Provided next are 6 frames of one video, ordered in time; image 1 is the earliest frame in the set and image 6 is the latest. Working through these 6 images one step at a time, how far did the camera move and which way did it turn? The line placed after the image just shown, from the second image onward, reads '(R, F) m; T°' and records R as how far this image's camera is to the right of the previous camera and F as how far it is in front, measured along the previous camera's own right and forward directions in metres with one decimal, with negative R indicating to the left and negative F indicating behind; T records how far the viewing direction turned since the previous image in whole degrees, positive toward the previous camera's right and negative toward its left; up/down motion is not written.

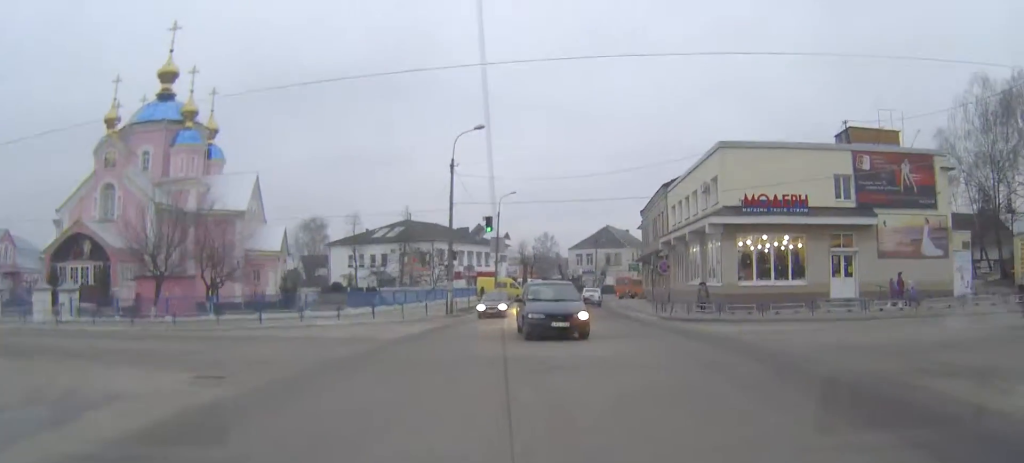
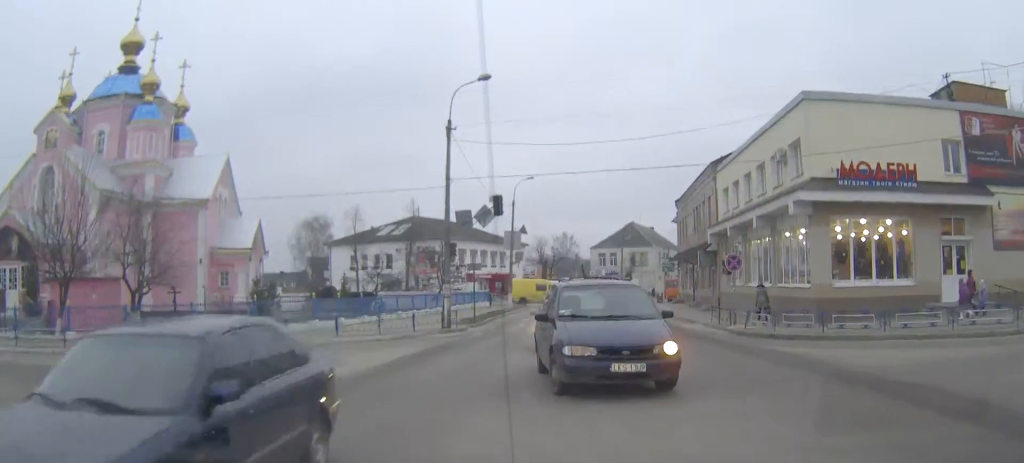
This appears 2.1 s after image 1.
(-0.2, +12.7) m; -7°
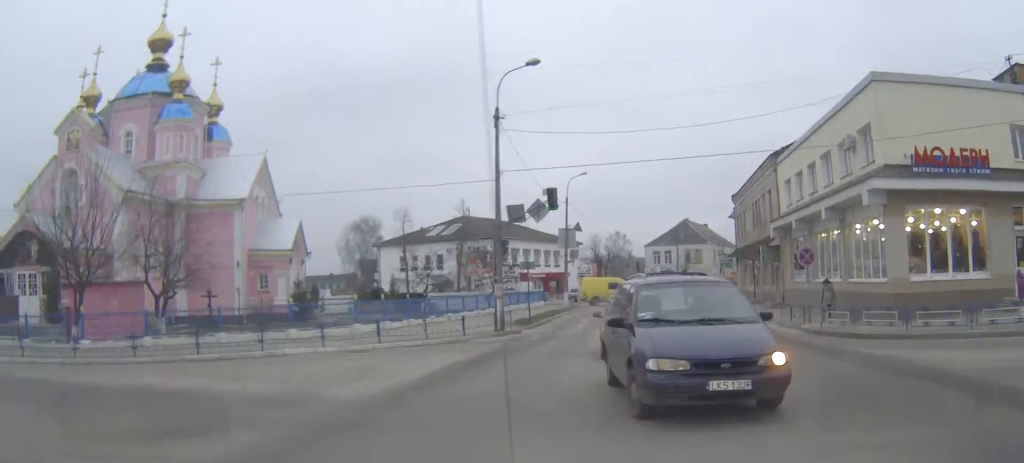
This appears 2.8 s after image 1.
(-0.1, +2.3) m; -9°
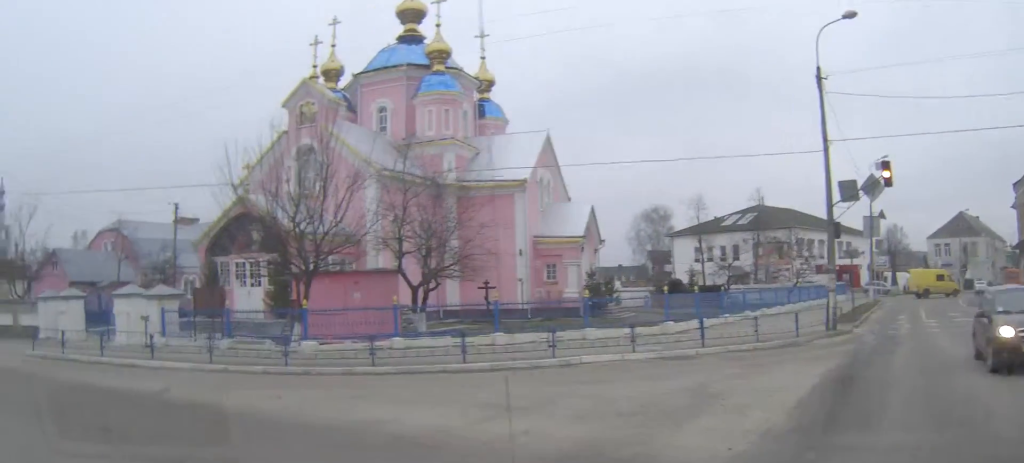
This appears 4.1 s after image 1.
(-0.8, +4.4) m; -19°
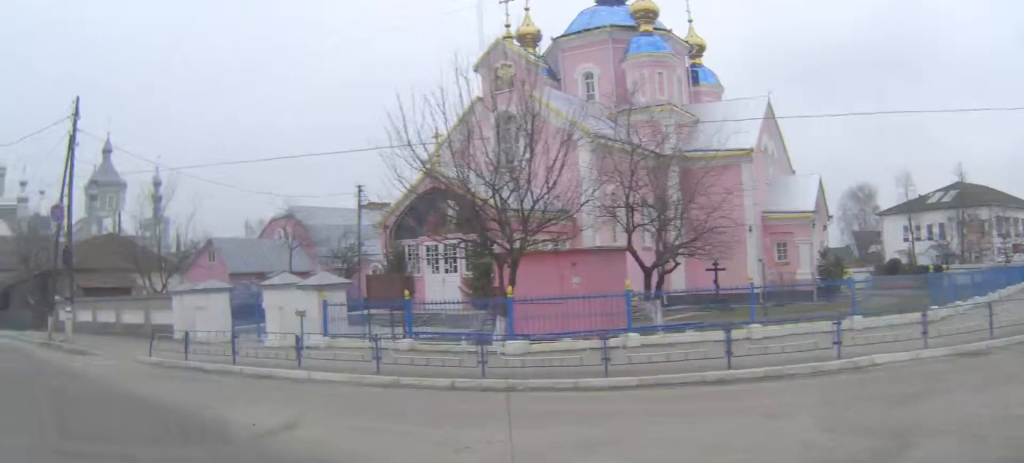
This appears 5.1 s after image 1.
(-0.5, +3.8) m; -16°
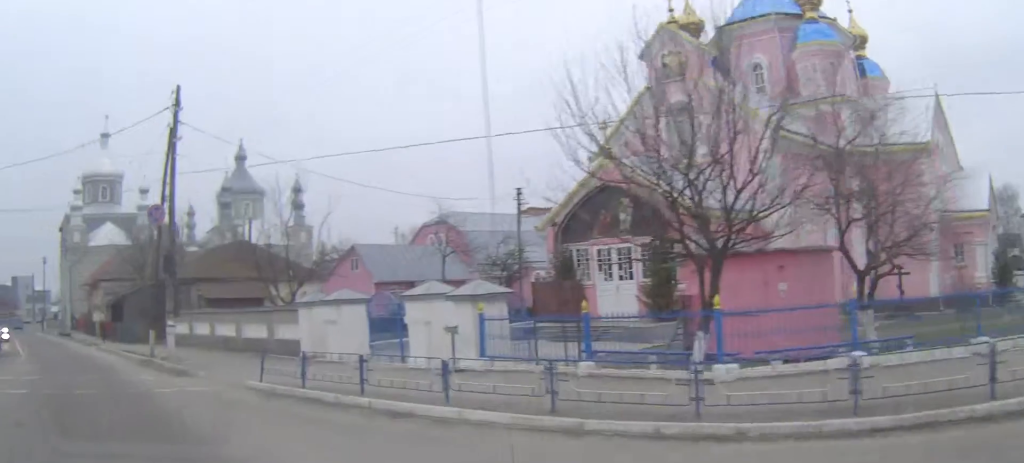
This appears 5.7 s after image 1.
(-0.2, +3.0) m; -12°
